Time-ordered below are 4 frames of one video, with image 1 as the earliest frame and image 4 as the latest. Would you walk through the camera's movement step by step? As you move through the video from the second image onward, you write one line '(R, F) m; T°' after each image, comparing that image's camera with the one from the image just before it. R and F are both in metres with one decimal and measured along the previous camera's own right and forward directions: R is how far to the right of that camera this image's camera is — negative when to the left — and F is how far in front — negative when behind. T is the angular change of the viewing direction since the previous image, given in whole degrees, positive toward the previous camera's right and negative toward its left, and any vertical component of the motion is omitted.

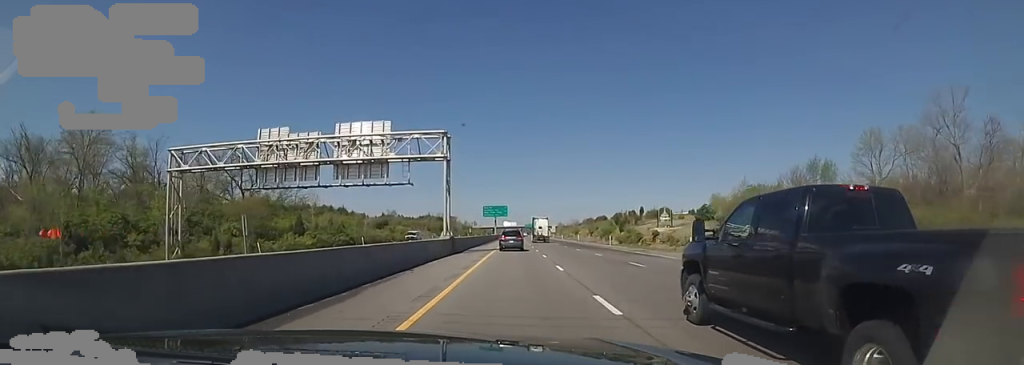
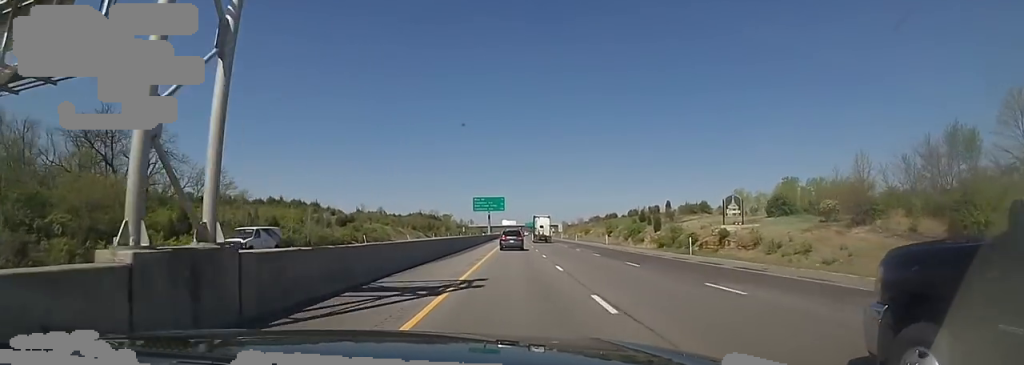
(-0.3, +29.0) m; +1°
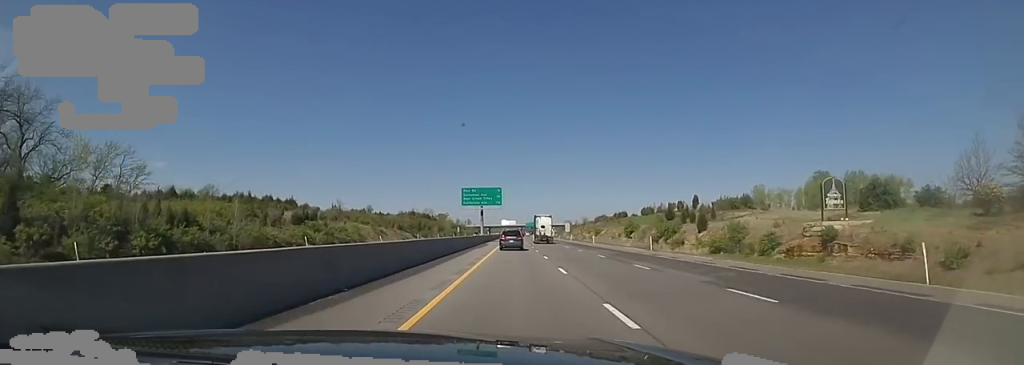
(+0.1, +20.9) m; +1°
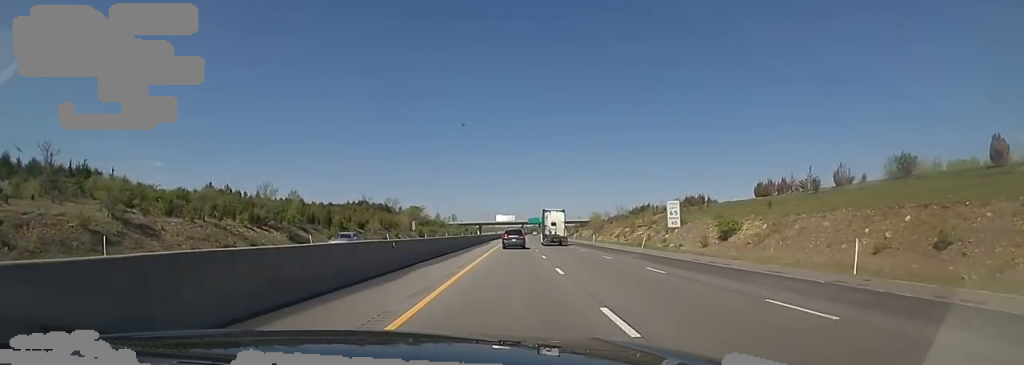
(-1.4, +88.8) m; -1°
